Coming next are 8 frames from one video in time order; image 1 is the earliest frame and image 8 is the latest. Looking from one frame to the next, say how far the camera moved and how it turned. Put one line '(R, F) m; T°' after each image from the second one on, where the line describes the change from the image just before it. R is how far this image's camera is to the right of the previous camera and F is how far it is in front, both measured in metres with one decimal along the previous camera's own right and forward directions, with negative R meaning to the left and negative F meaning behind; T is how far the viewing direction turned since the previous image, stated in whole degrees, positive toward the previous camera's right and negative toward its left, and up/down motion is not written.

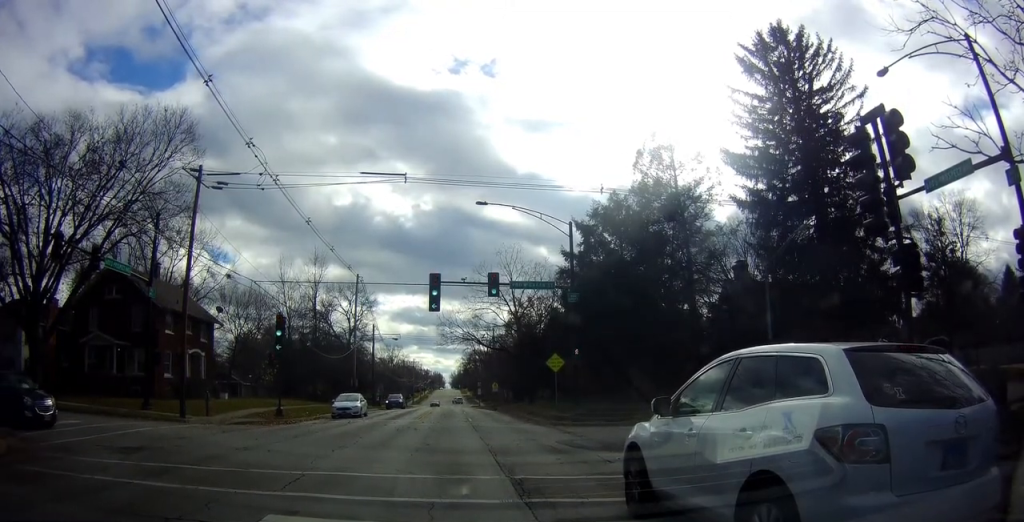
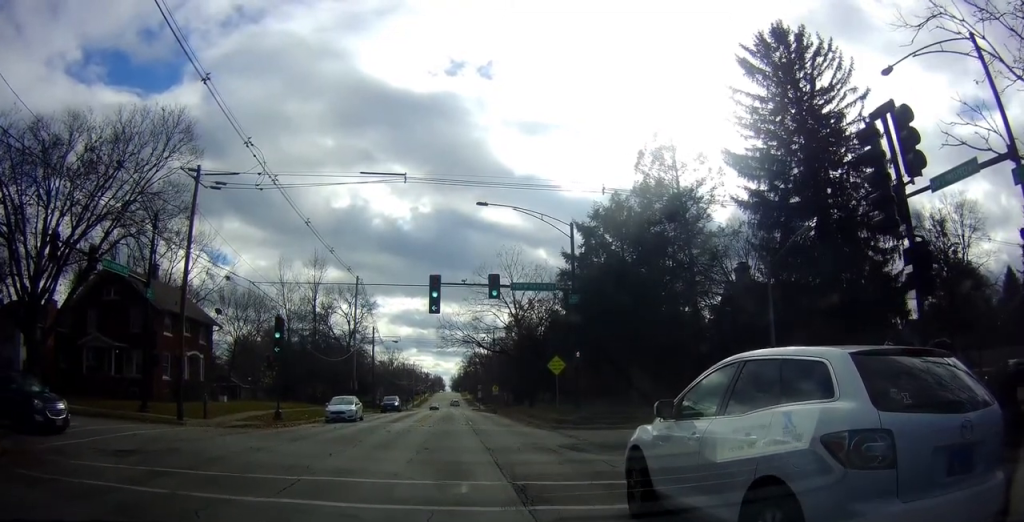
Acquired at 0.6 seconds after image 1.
(0.0, 0.0) m; 0°
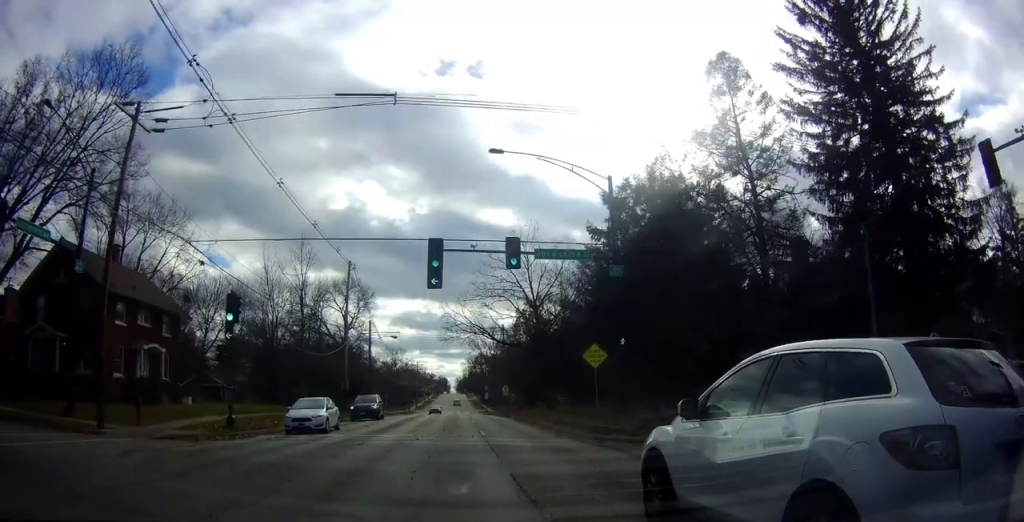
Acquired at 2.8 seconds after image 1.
(0.0, +0.5) m; 0°
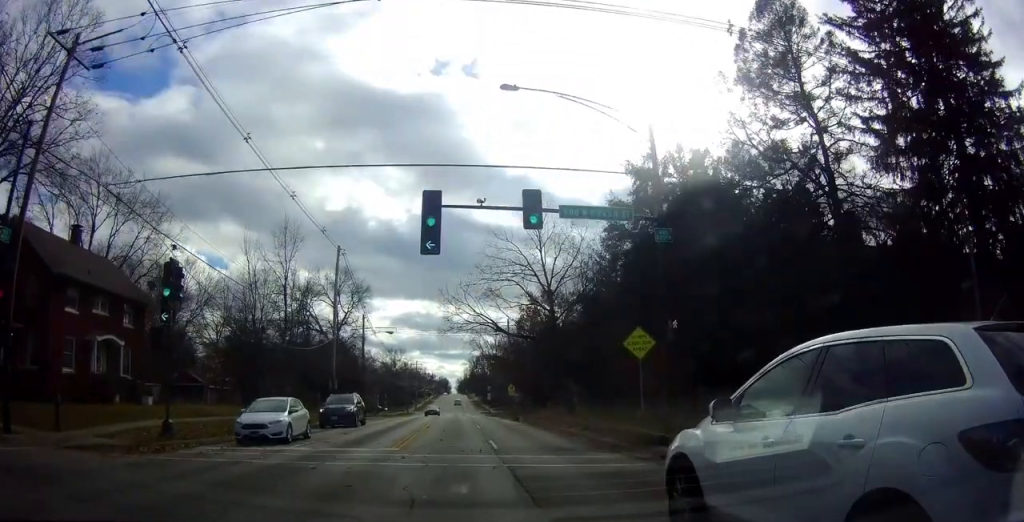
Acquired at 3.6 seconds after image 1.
(0.0, +1.1) m; 0°
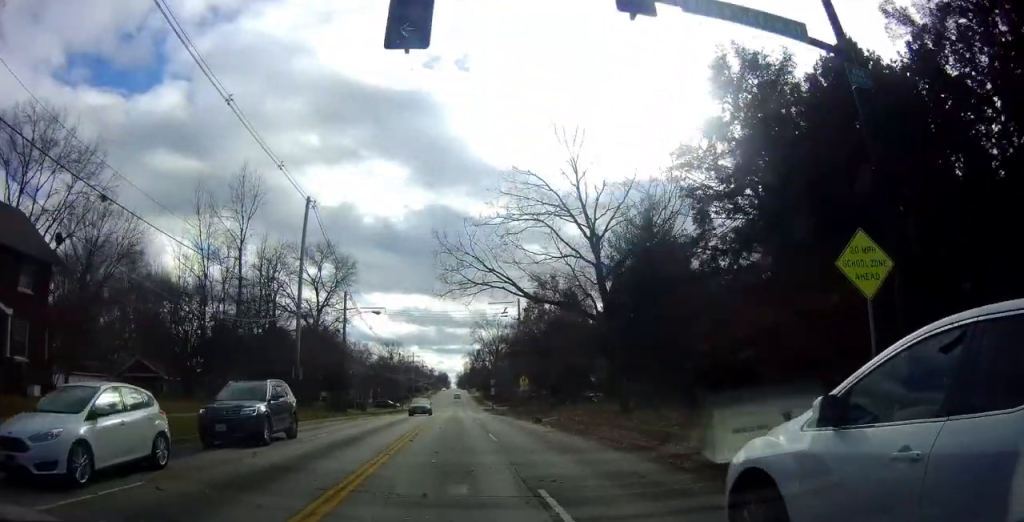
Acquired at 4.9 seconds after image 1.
(0.0, +5.0) m; 0°
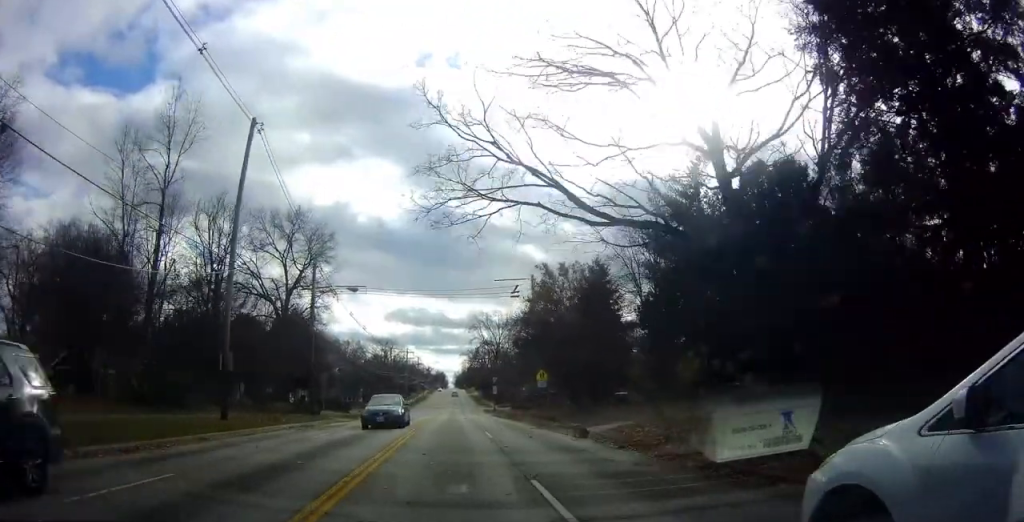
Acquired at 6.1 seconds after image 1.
(0.0, +9.3) m; 0°
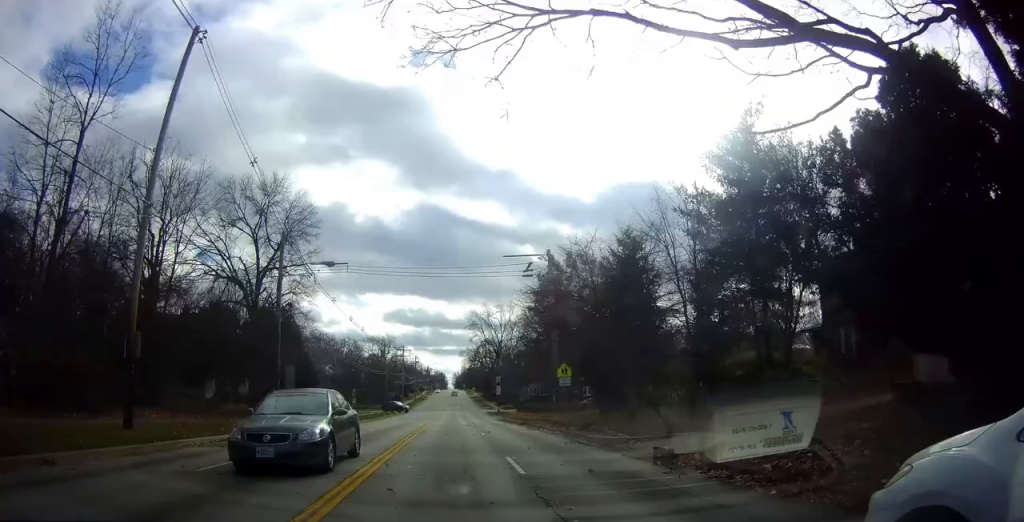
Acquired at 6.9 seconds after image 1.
(0.0, +7.3) m; 0°
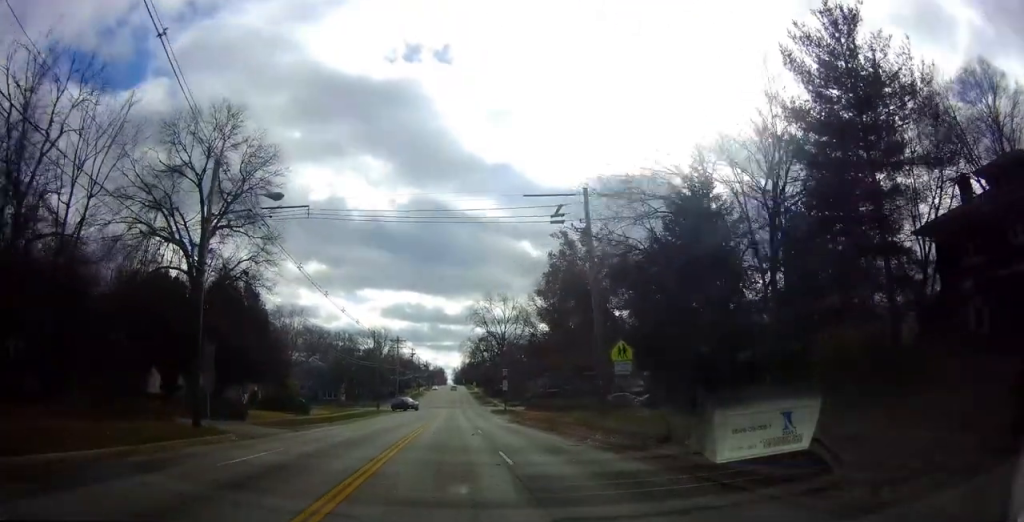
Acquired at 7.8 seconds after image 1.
(0.0, +10.1) m; 0°
